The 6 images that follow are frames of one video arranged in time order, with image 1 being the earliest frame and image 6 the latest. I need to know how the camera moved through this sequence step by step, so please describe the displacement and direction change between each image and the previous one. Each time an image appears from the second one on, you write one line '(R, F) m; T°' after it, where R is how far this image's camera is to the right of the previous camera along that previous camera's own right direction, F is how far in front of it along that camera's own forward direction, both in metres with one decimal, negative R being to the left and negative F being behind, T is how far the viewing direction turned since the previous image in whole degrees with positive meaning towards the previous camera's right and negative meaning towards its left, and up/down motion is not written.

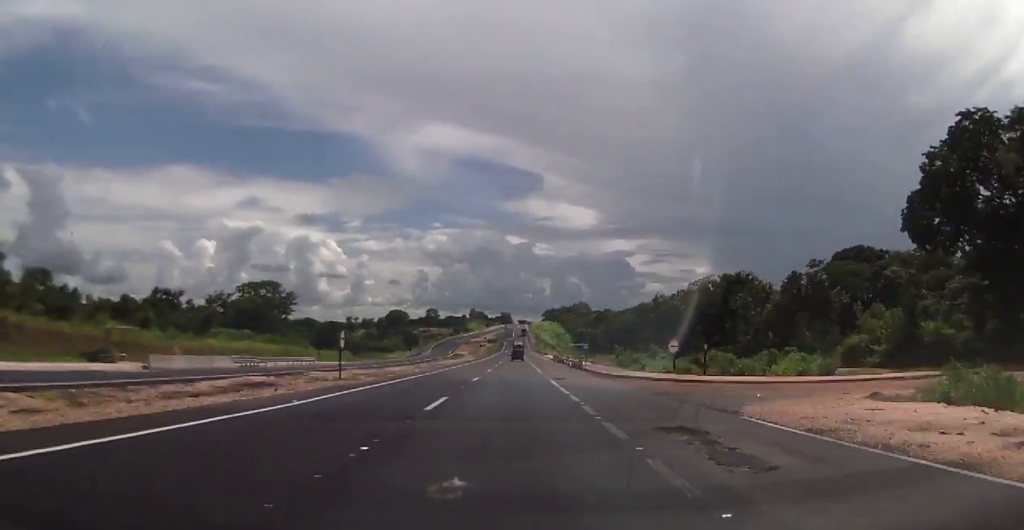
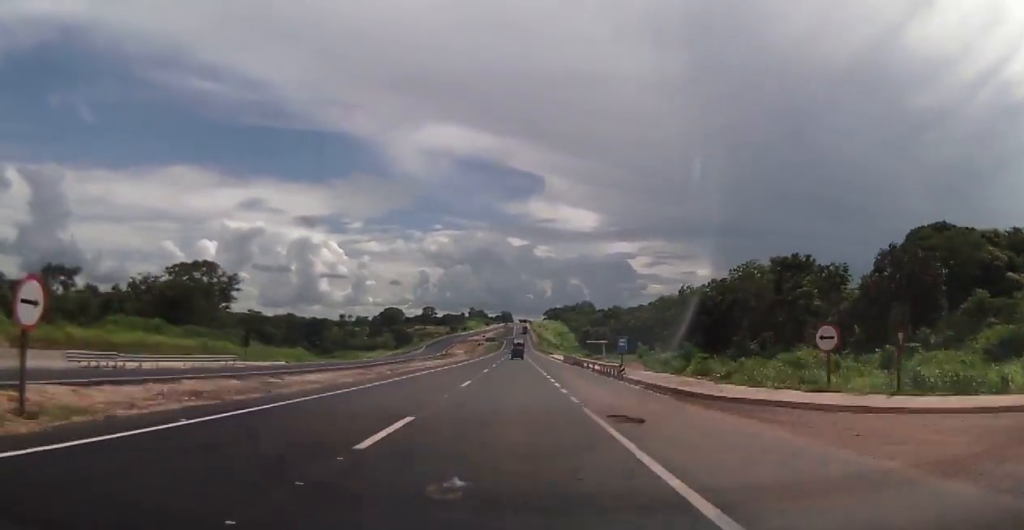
(0.0, +22.8) m; 0°
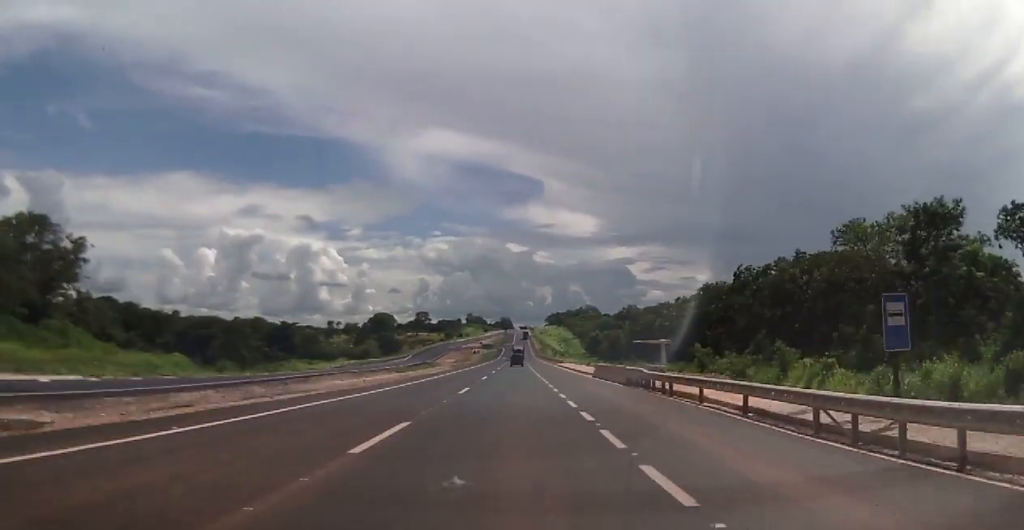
(0.0, +32.7) m; -1°
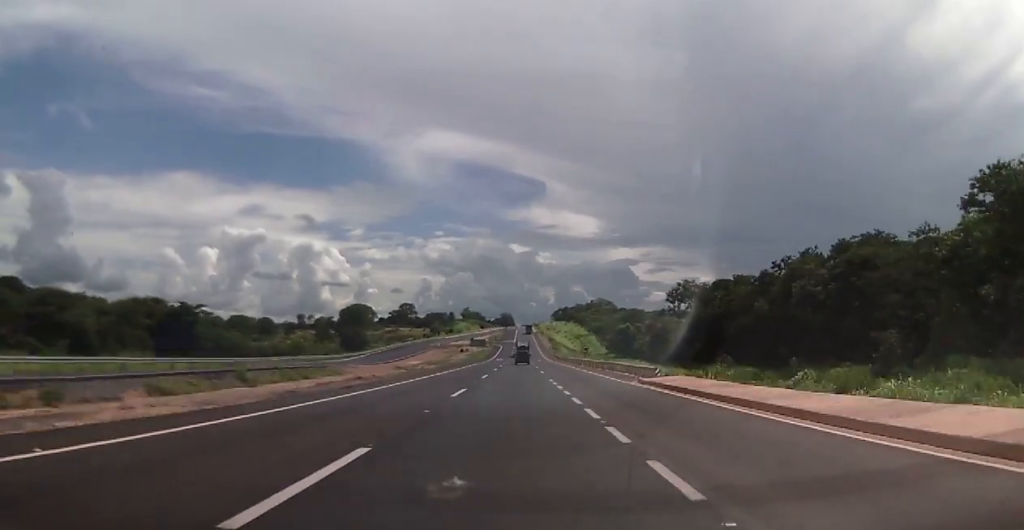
(-0.5, +69.9) m; 0°
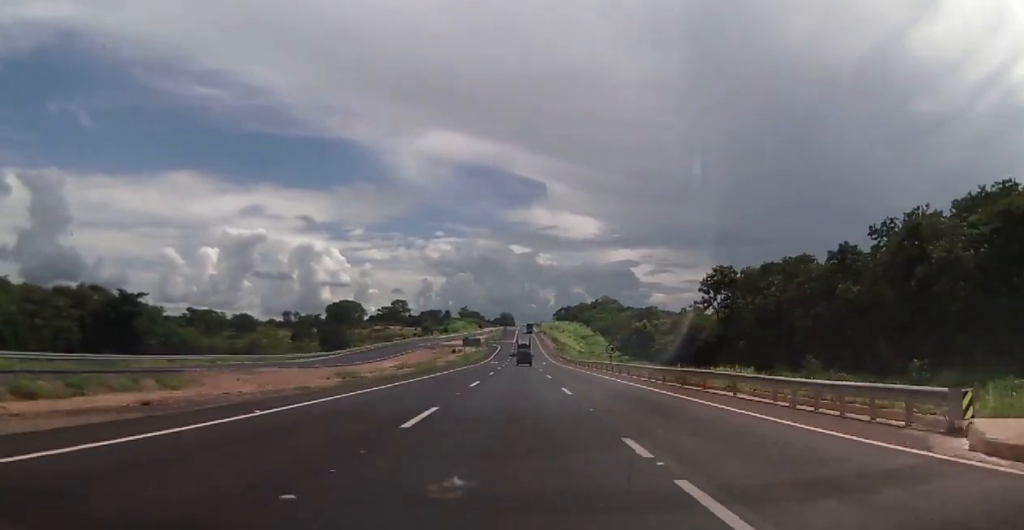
(+0.2, +26.0) m; -1°
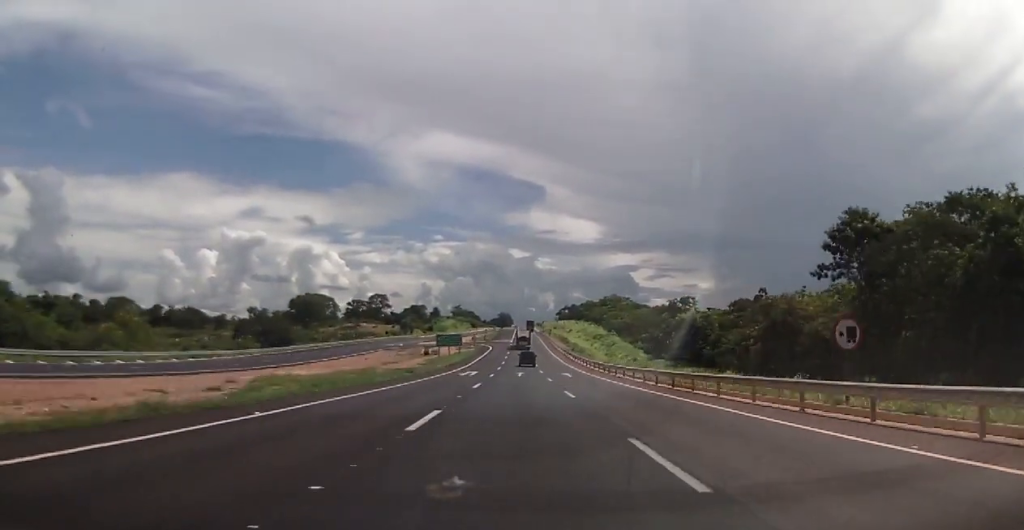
(0.0, +49.6) m; +1°
